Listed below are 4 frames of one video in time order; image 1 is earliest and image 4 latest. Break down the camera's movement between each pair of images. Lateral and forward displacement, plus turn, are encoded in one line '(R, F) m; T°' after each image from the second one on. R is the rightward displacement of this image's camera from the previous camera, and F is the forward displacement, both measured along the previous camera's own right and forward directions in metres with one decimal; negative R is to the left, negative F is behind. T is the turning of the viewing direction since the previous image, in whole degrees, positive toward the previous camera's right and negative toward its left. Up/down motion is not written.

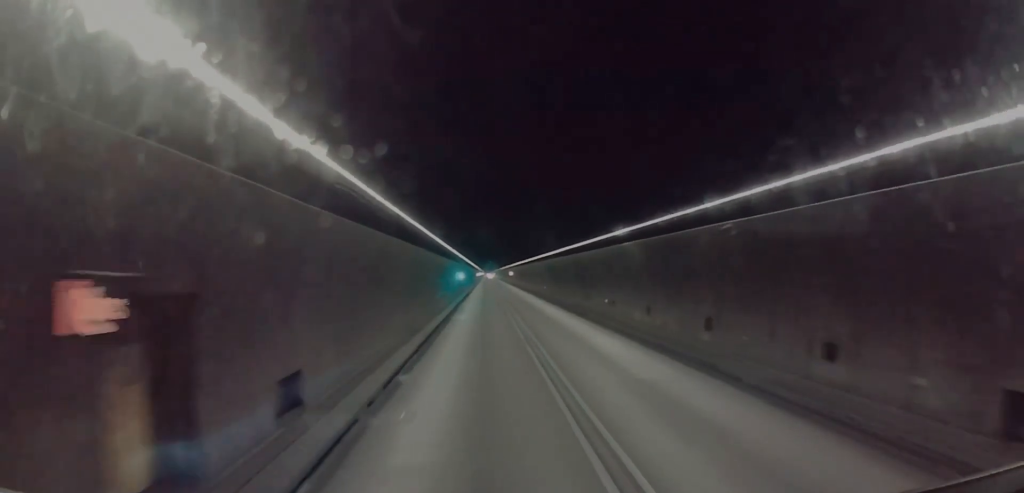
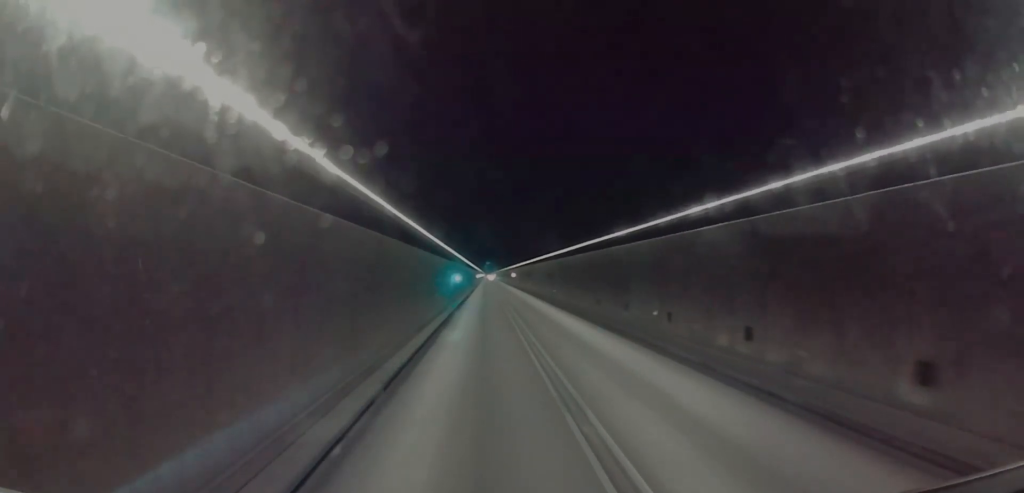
(0.0, +10.3) m; 0°
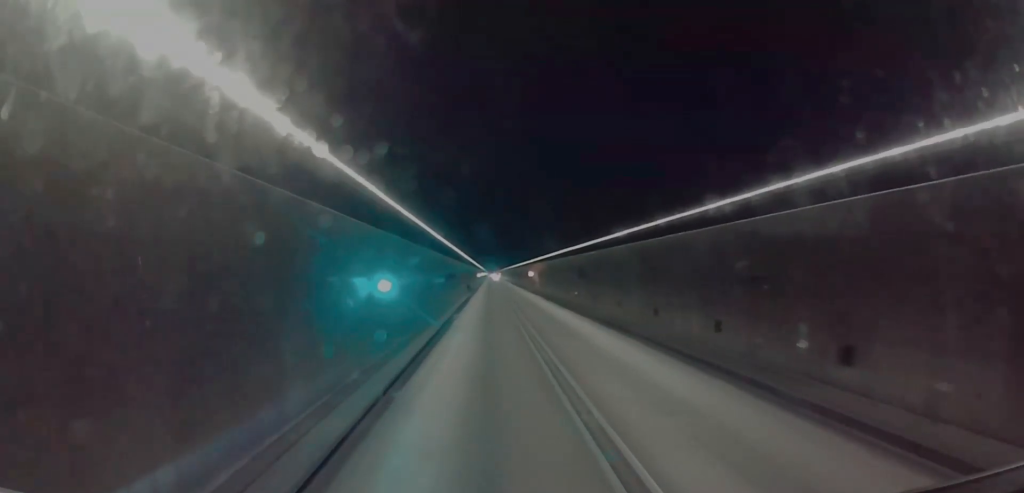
(0.0, +48.6) m; 0°
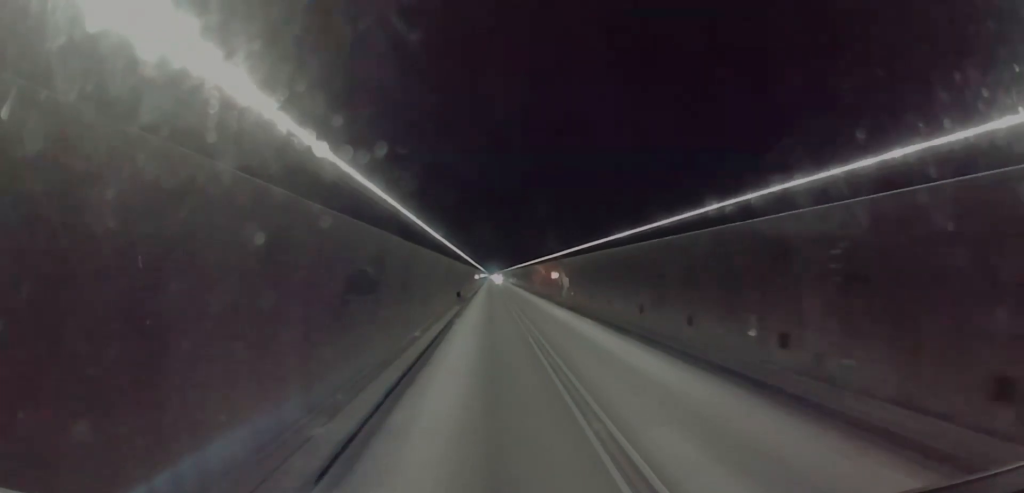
(0.0, +33.3) m; 0°
